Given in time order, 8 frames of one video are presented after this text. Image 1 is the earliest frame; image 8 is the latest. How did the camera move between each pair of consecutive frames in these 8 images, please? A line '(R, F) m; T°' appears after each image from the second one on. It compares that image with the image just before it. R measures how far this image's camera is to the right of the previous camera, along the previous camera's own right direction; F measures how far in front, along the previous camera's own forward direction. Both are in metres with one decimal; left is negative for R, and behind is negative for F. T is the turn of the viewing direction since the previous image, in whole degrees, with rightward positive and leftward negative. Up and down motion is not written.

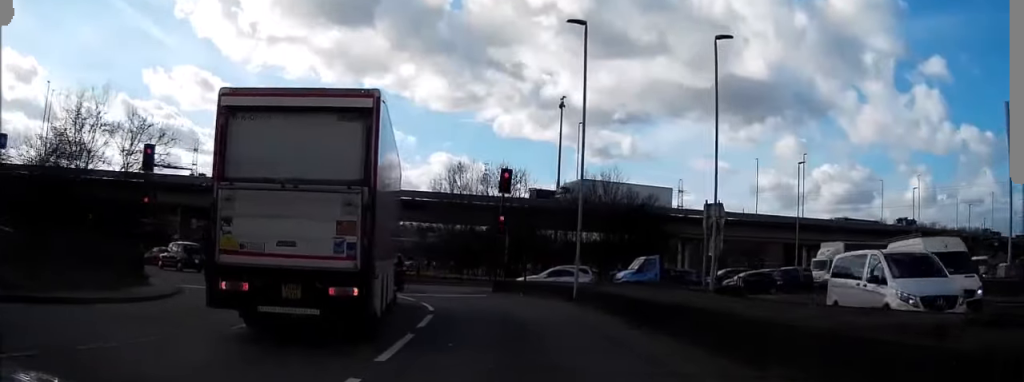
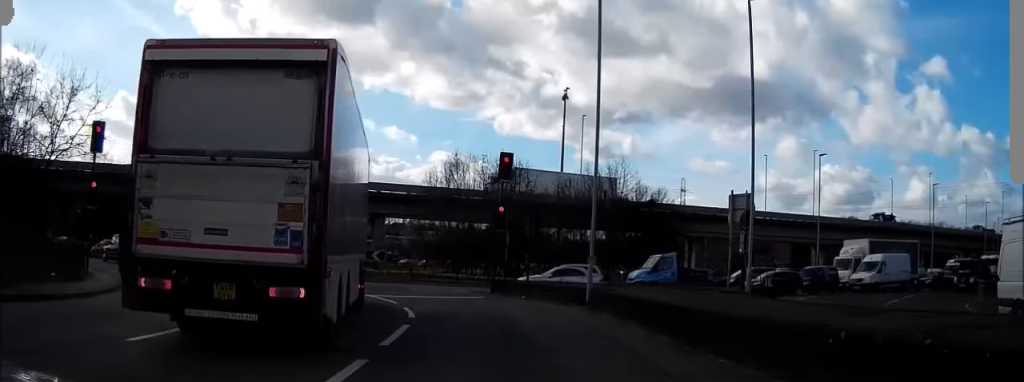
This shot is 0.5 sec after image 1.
(0.0, +4.8) m; +1°
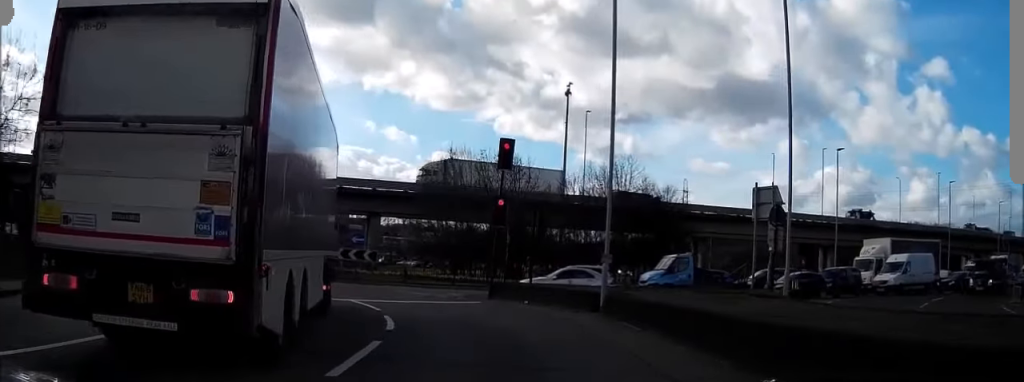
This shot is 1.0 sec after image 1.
(0.0, +3.4) m; 0°
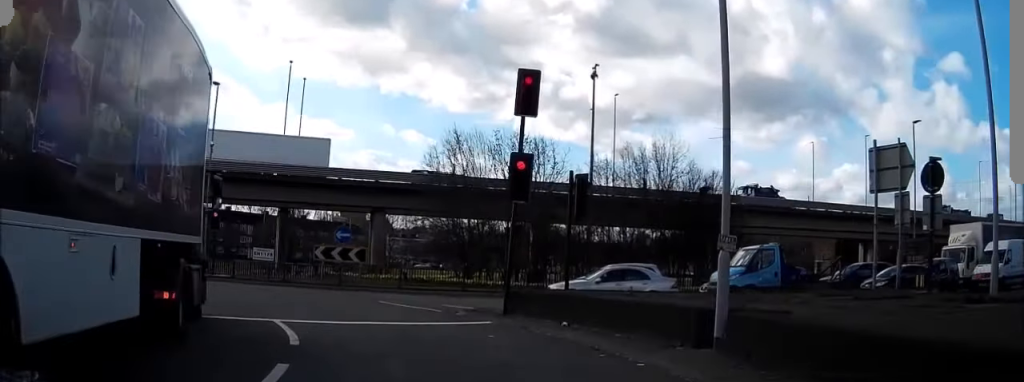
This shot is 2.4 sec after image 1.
(0.0, +9.8) m; -2°
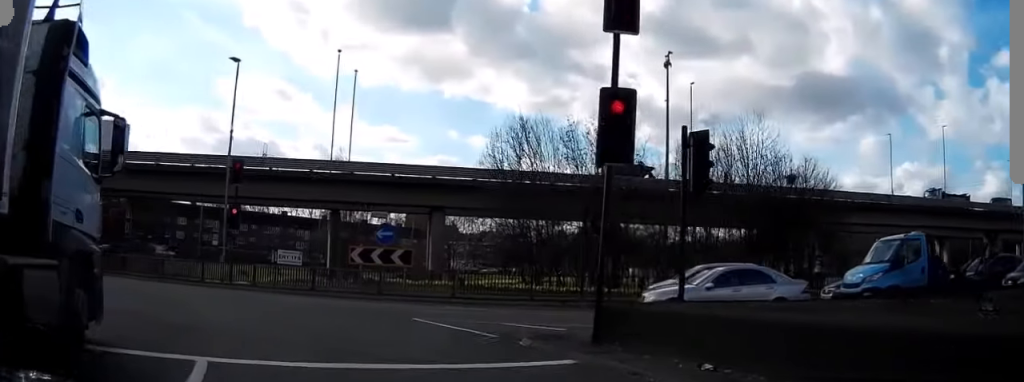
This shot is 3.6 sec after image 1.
(-0.3, +6.6) m; -6°
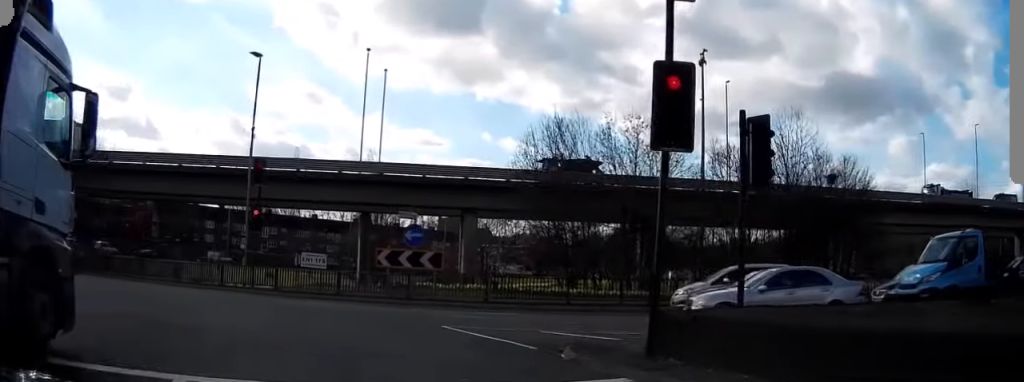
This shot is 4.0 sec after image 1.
(-0.1, +1.6) m; -3°
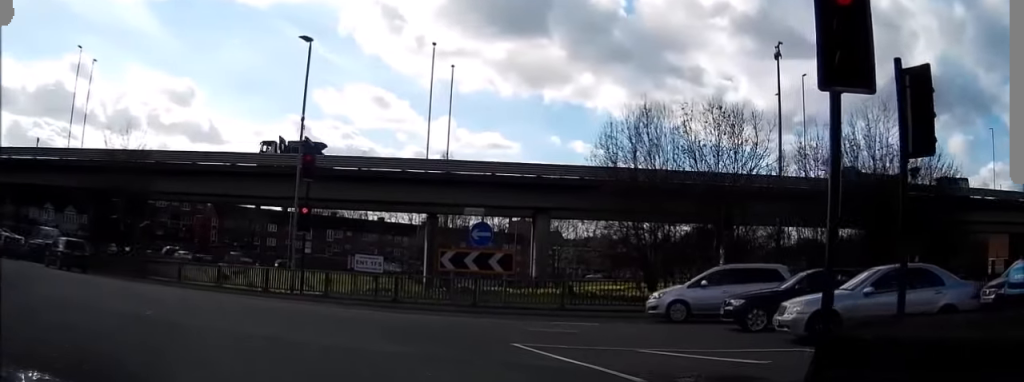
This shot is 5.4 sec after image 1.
(-0.3, +3.6) m; -6°
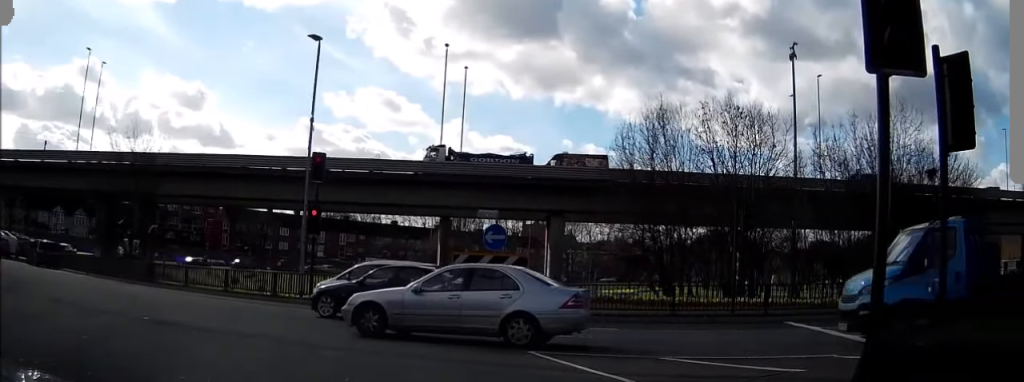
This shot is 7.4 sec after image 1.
(+0.1, +1.0) m; 0°
